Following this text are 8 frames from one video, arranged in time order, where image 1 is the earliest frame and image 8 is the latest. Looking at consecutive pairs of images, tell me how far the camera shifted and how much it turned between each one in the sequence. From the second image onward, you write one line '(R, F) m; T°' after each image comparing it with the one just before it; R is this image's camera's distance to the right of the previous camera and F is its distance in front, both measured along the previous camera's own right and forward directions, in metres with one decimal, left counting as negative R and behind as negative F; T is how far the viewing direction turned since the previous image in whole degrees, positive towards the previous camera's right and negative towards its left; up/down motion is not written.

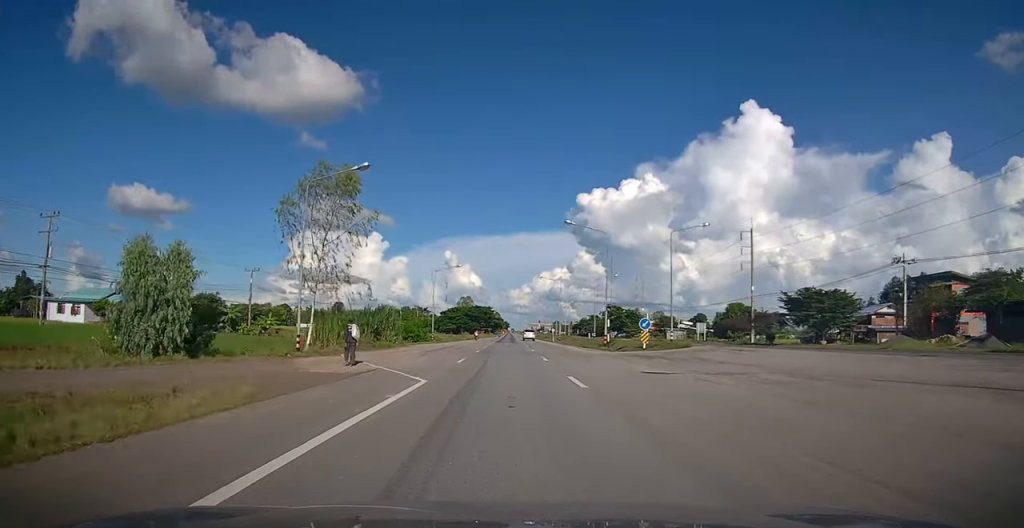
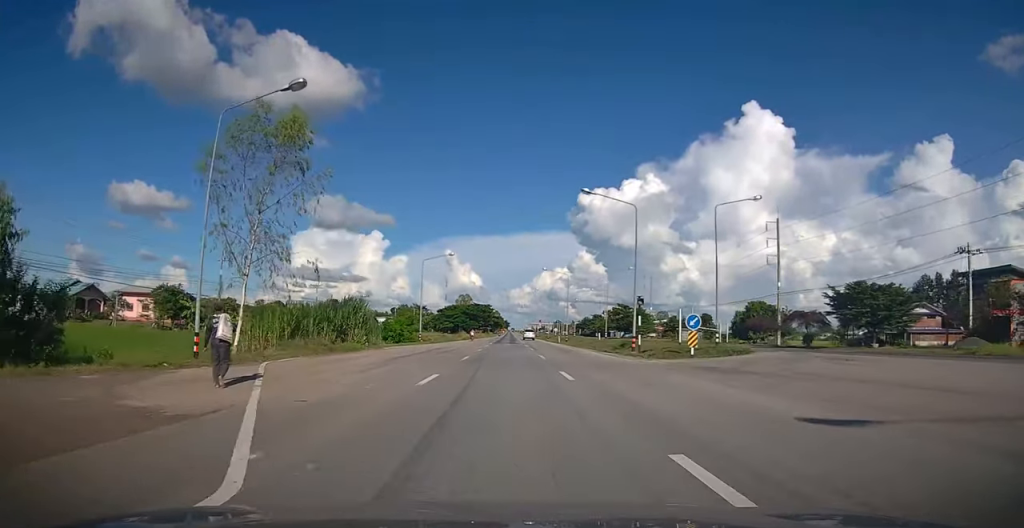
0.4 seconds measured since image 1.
(-0.1, +9.4) m; 0°
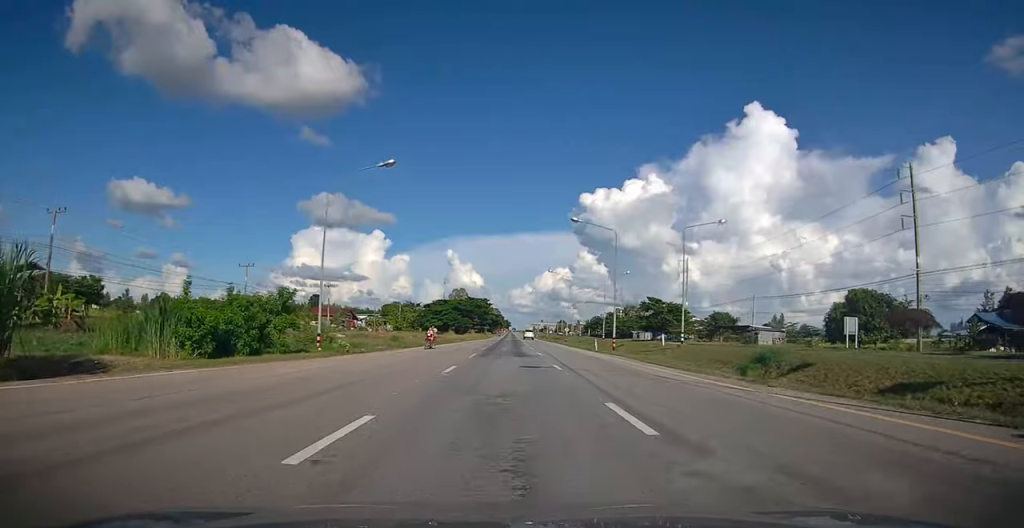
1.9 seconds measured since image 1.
(+0.1, +31.6) m; 0°
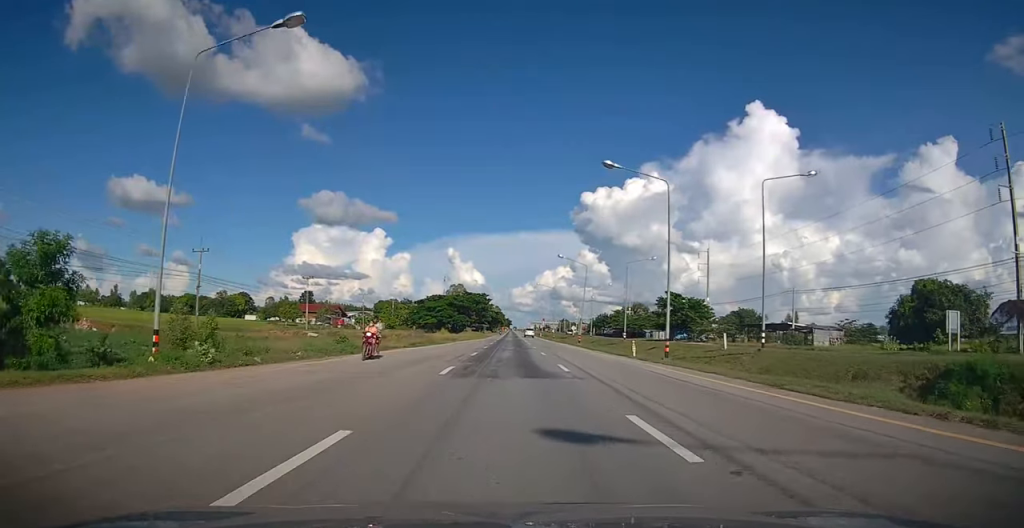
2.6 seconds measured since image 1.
(0.0, +13.3) m; 0°
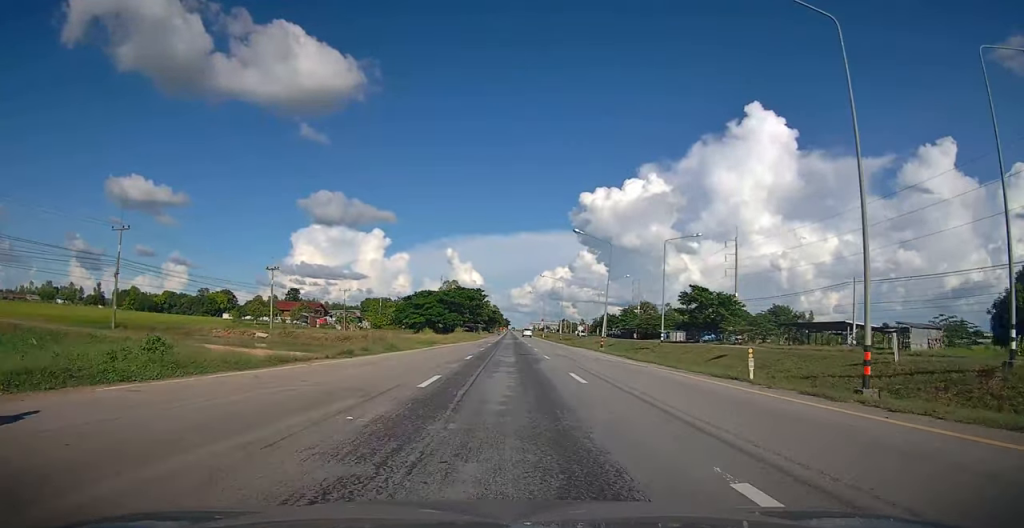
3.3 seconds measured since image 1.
(-0.1, +15.7) m; +1°
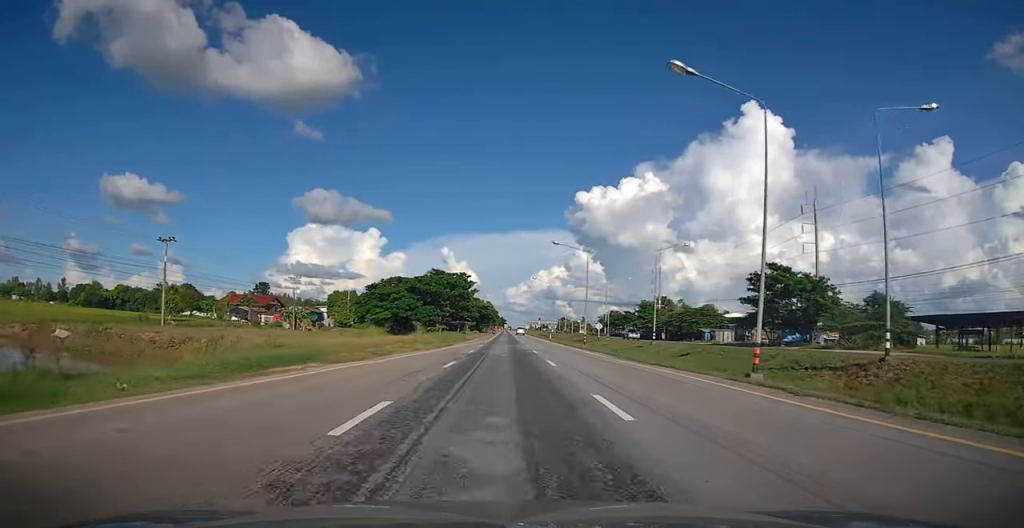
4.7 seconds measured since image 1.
(+0.4, +29.4) m; 0°
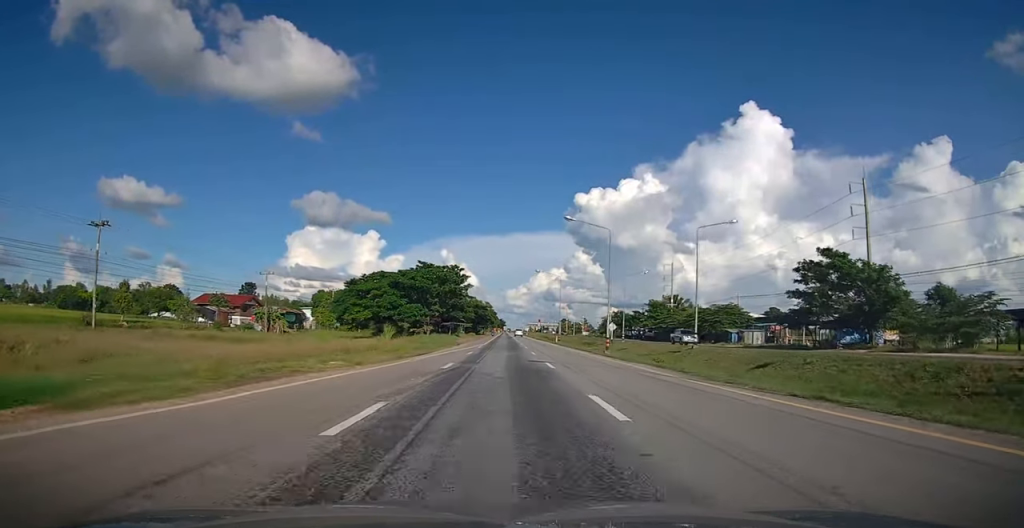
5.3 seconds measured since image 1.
(-0.1, +11.9) m; 0°
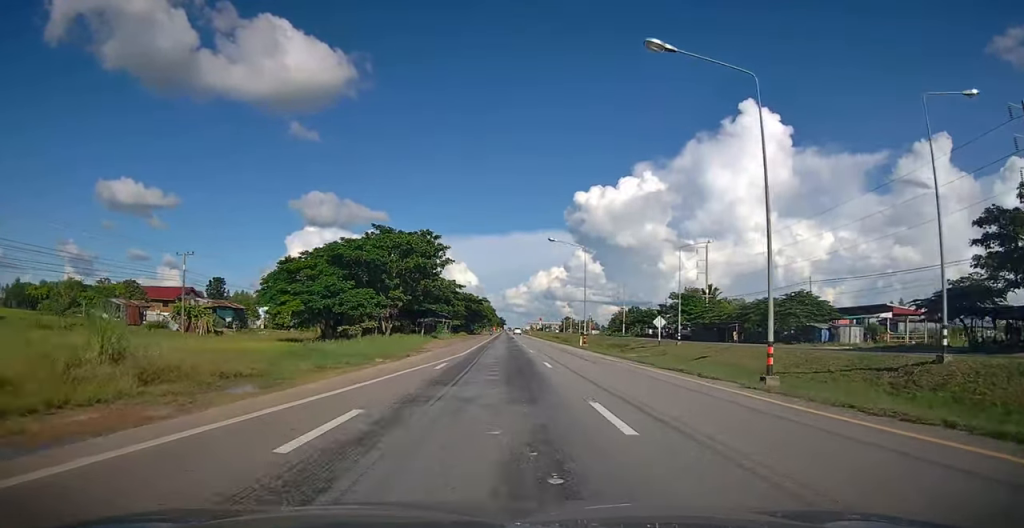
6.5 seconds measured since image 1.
(-0.1, +24.8) m; 0°
